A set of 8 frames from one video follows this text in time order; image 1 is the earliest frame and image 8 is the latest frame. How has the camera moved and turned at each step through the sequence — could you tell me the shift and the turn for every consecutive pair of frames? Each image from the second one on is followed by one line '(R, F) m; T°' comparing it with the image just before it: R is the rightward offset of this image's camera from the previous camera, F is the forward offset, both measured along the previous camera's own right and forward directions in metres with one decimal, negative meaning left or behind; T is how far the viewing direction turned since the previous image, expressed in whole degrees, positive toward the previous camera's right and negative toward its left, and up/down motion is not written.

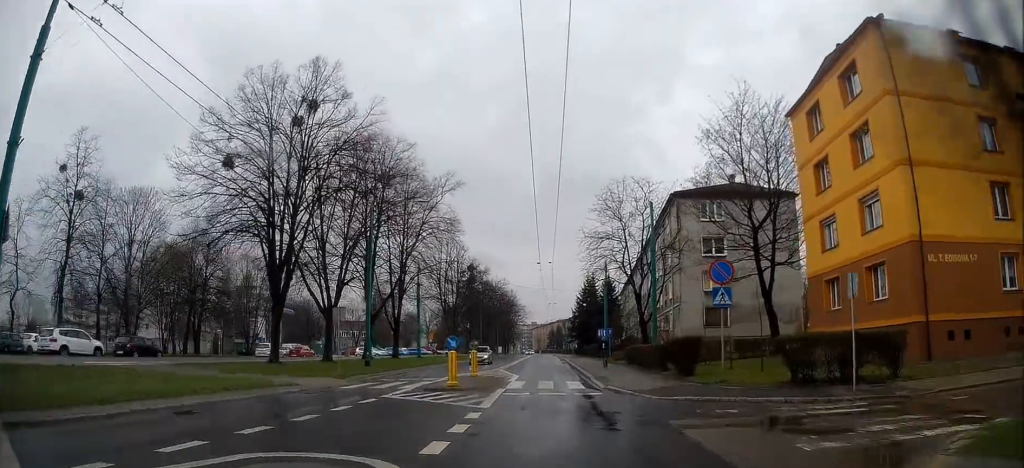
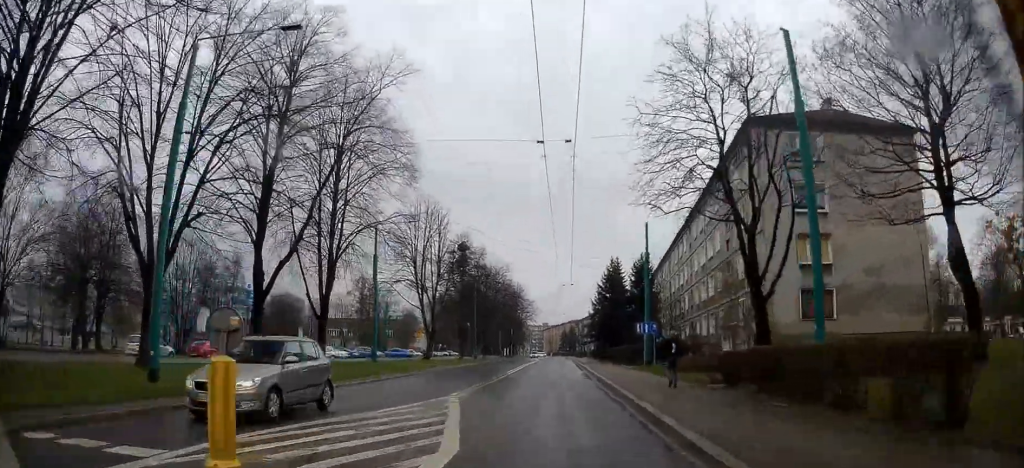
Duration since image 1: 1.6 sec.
(+0.2, +20.0) m; 0°
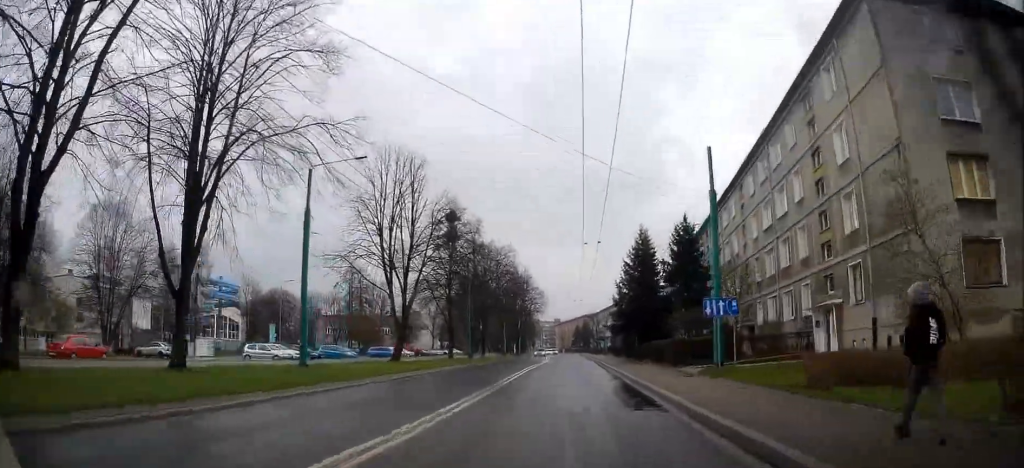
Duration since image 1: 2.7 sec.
(-0.3, +14.8) m; -2°
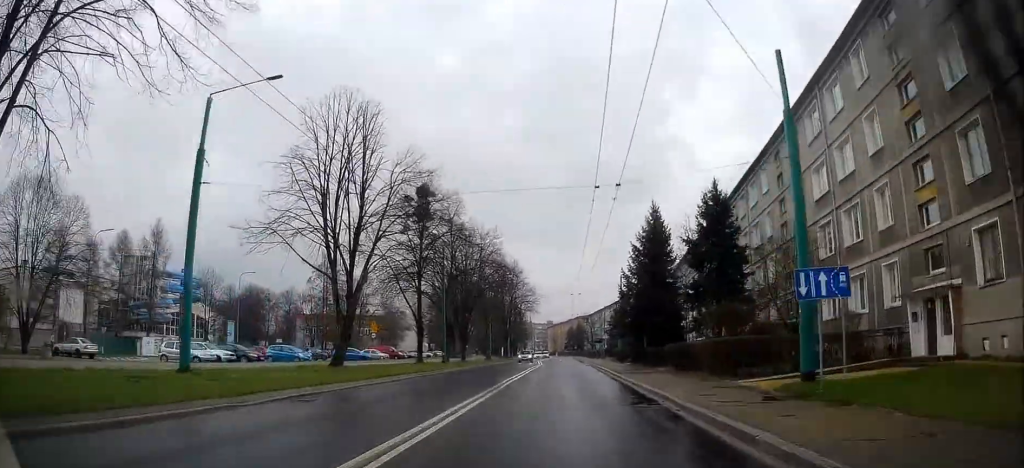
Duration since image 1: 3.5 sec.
(-0.3, +9.8) m; -1°
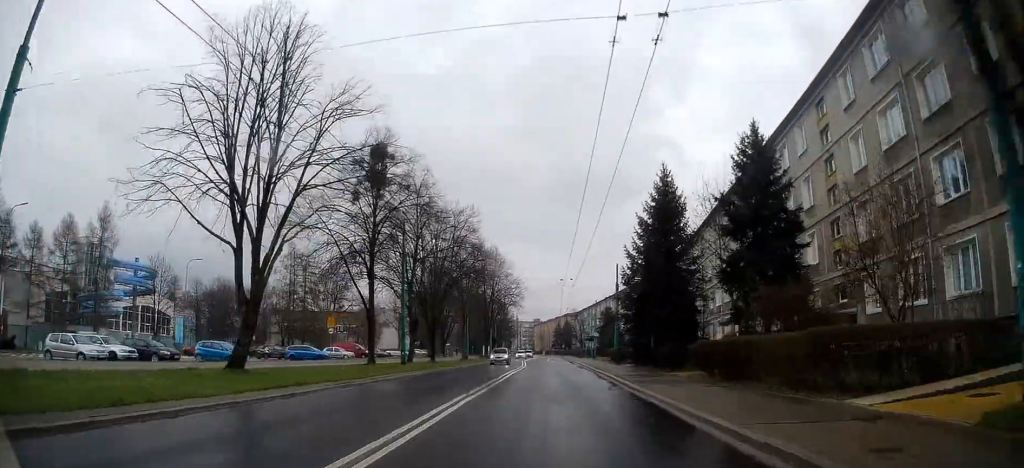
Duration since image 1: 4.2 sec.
(+0.1, +9.1) m; +2°
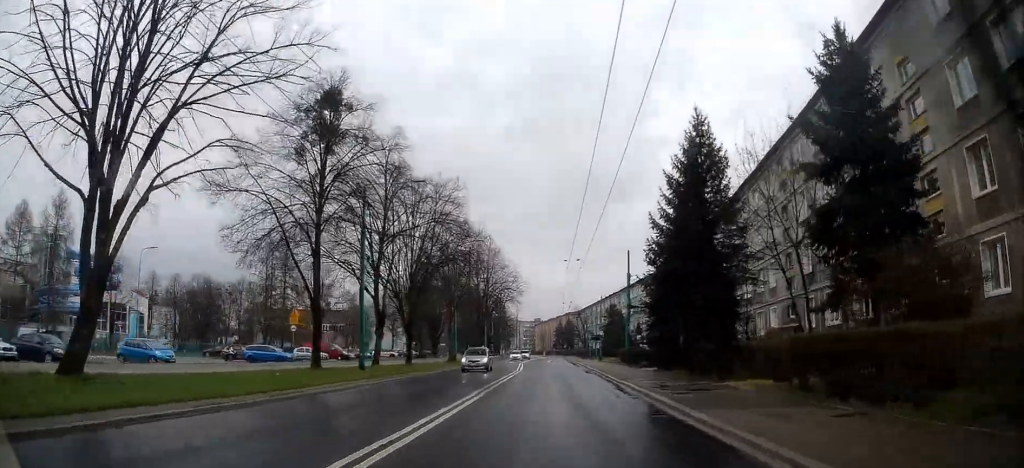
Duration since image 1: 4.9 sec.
(+0.2, +8.7) m; 0°
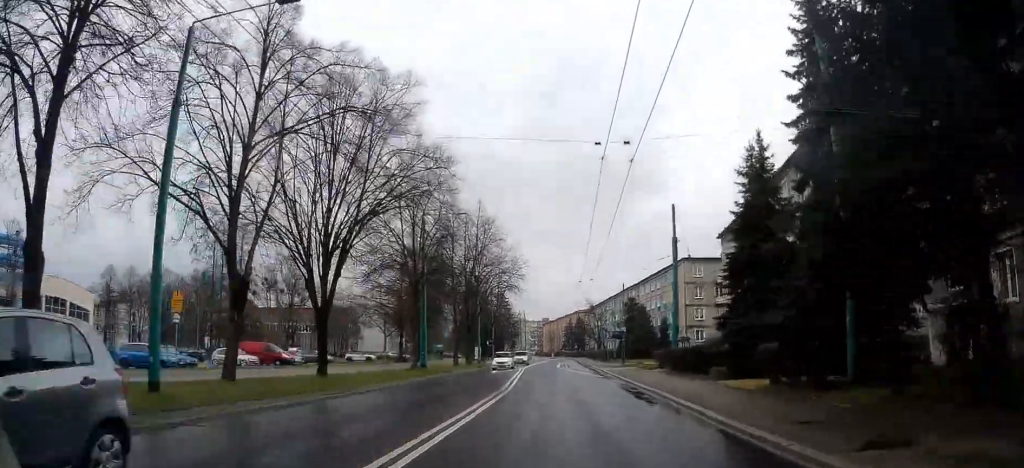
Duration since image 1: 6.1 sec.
(-0.1, +16.6) m; -1°
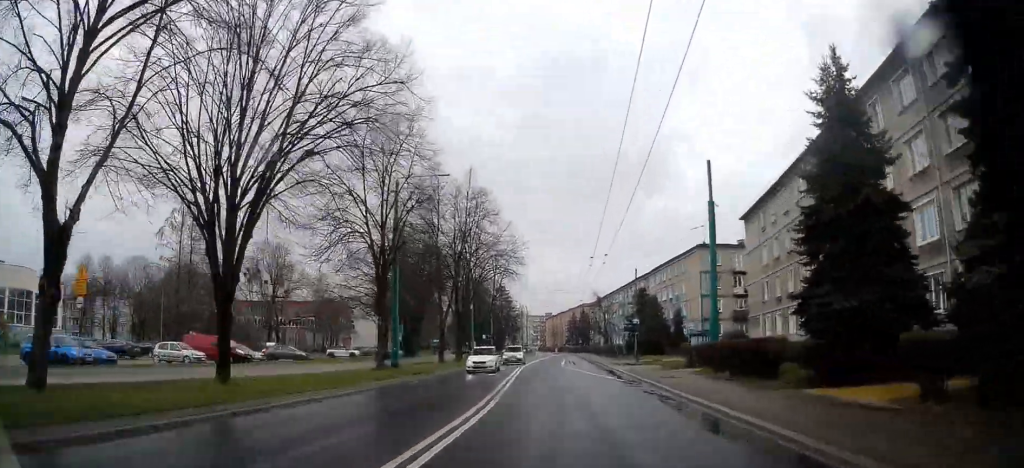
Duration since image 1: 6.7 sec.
(-0.1, +7.9) m; 0°
